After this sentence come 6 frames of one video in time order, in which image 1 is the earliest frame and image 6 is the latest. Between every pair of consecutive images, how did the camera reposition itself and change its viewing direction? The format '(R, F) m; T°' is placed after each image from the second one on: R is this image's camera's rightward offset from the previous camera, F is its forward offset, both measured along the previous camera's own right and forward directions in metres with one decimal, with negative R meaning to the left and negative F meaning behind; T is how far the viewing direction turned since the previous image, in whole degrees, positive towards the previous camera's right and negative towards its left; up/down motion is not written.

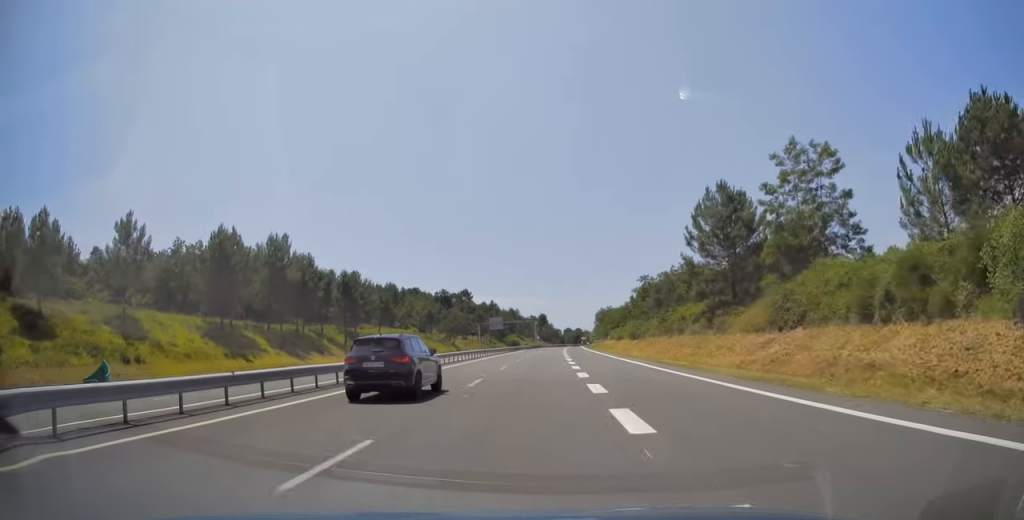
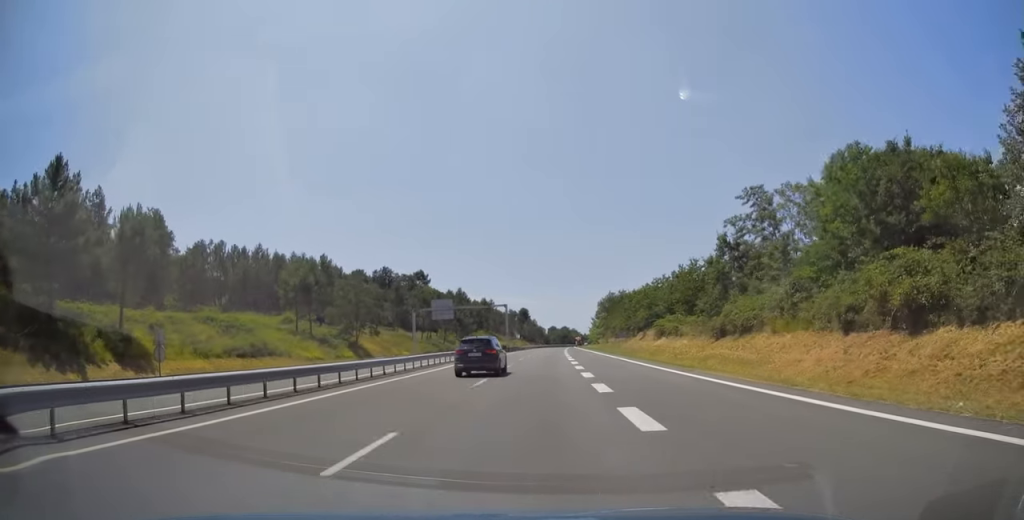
(+0.6, +65.9) m; +1°
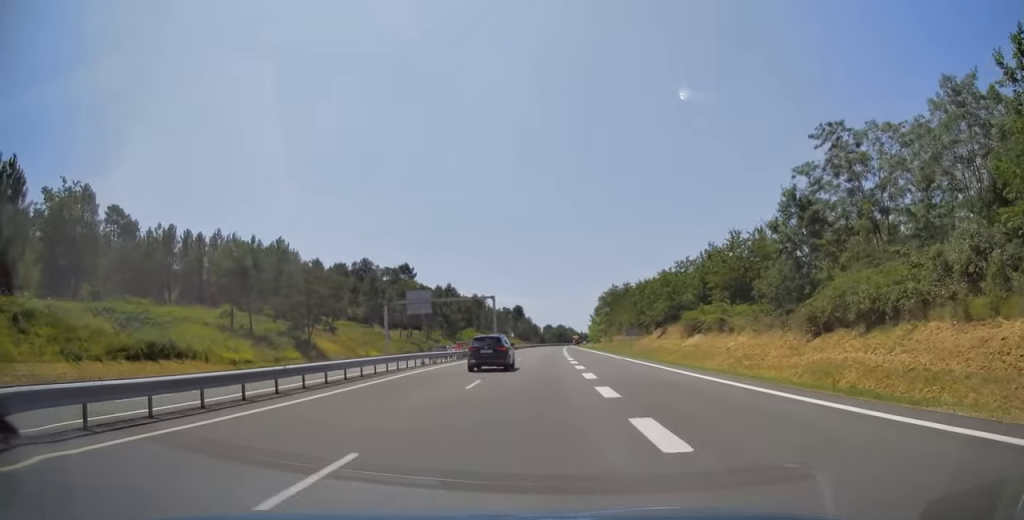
(+0.1, +15.0) m; 0°
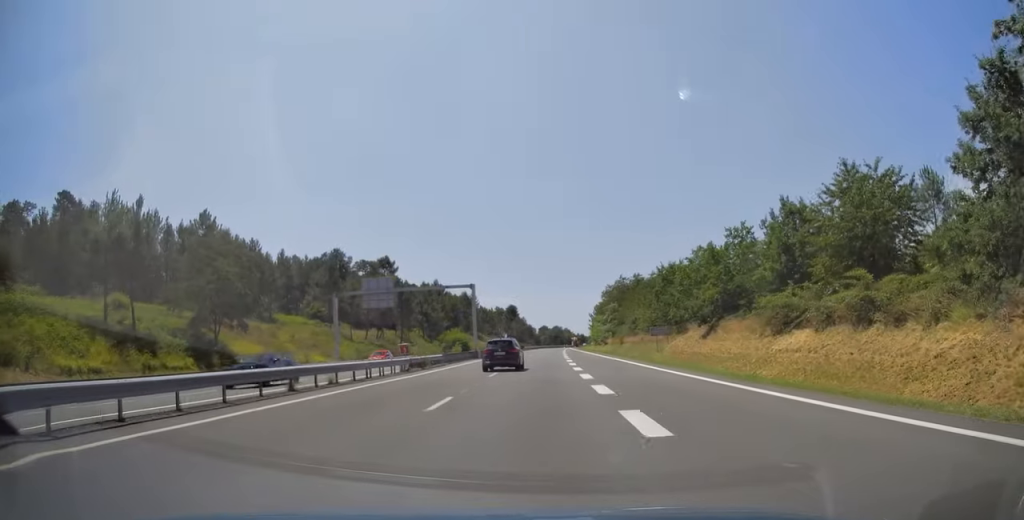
(+0.2, +18.7) m; 0°
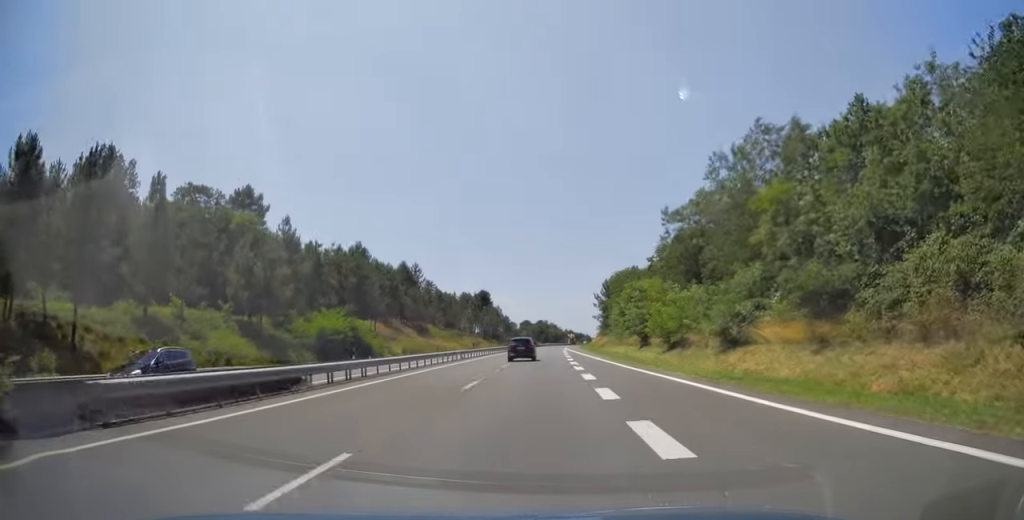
(+0.9, +74.3) m; +2°
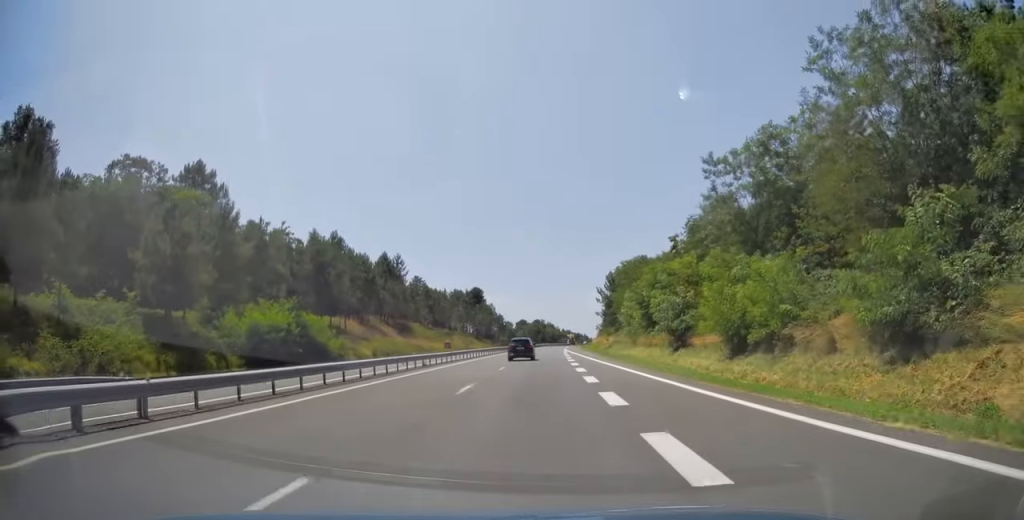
(+0.2, +14.5) m; 0°
